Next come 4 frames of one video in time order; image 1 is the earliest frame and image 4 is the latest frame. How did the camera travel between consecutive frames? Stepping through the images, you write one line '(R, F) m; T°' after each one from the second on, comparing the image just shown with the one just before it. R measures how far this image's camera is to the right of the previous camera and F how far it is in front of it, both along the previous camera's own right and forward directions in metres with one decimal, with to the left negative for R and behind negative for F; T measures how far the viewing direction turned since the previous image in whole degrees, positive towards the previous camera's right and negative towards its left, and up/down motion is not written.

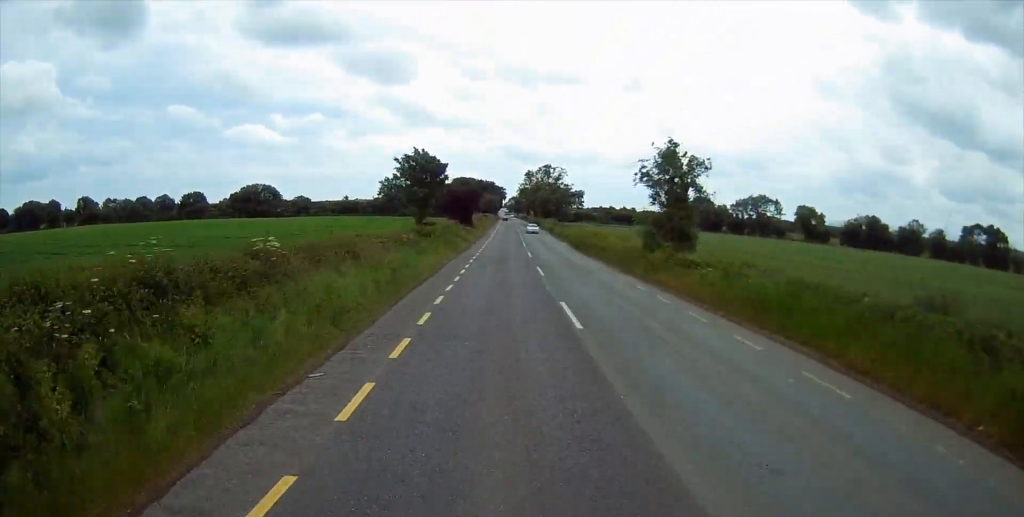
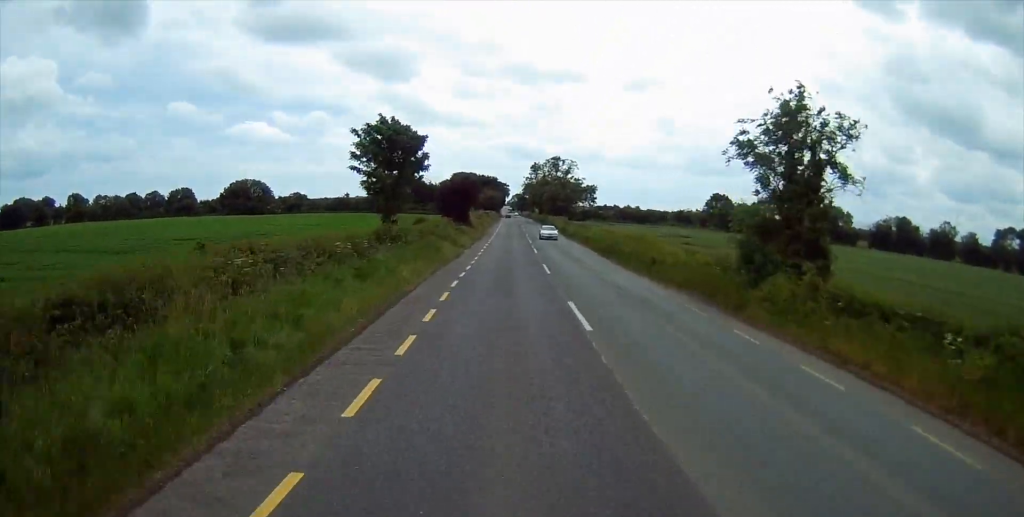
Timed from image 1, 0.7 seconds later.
(0.0, +15.6) m; 0°
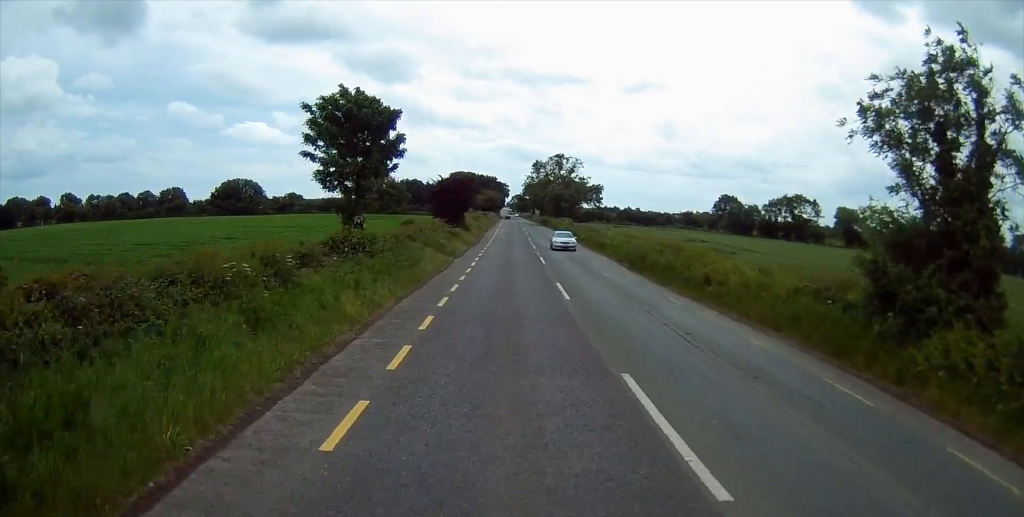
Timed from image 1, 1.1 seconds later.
(0.0, +8.9) m; 0°
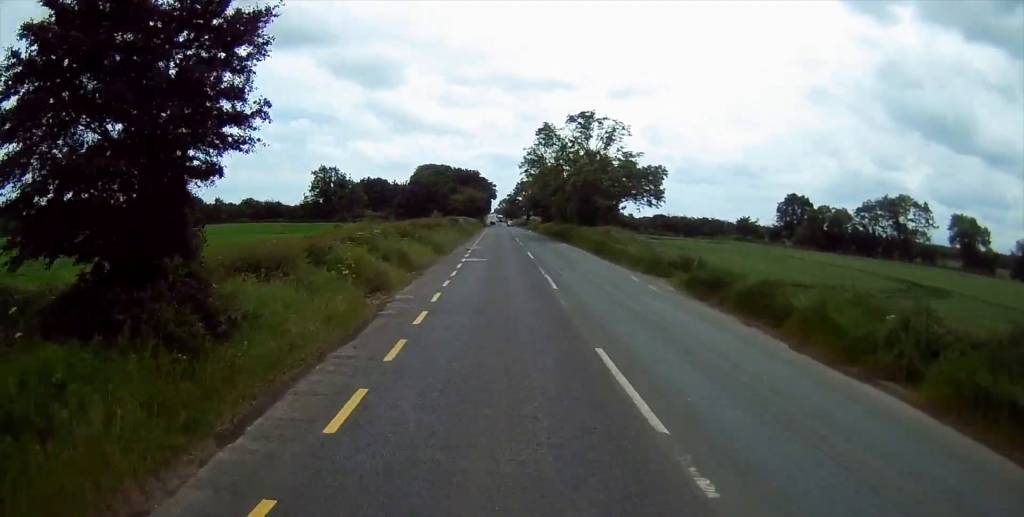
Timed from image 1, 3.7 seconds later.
(0.0, +57.9) m; +1°
